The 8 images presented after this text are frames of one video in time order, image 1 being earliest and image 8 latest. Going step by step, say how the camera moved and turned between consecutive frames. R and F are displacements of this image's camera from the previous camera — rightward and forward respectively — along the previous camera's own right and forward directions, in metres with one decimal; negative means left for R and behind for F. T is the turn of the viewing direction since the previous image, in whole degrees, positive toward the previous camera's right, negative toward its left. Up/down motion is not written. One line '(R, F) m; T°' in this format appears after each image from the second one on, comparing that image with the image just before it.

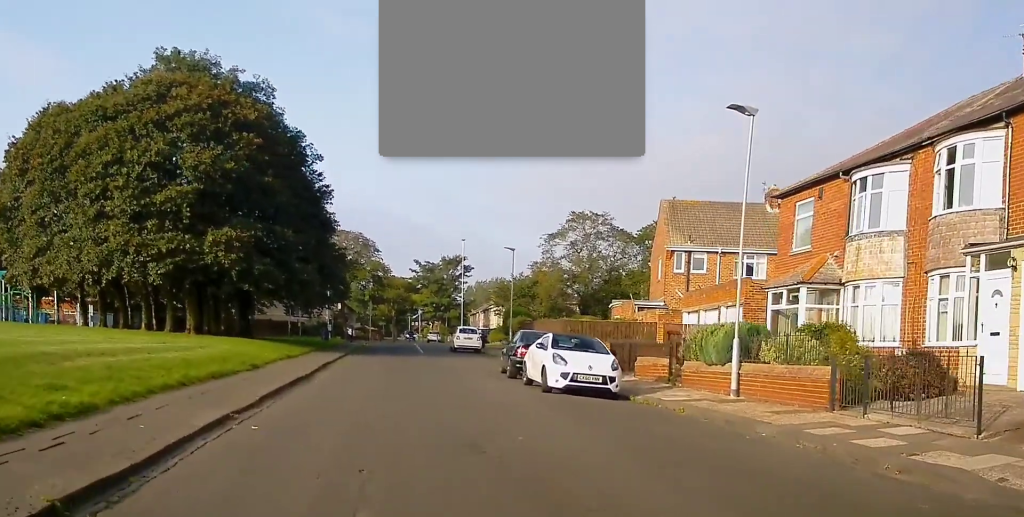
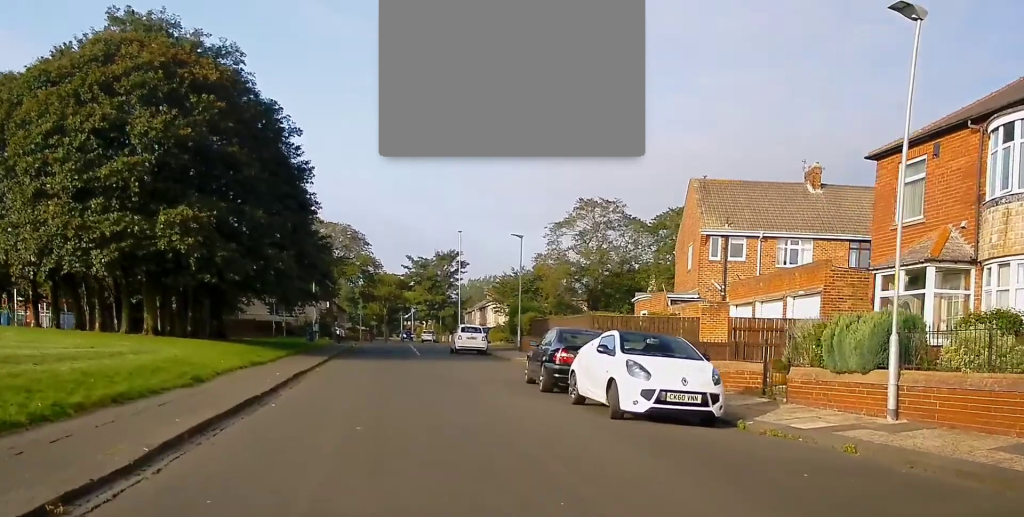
(0.0, +5.9) m; +2°
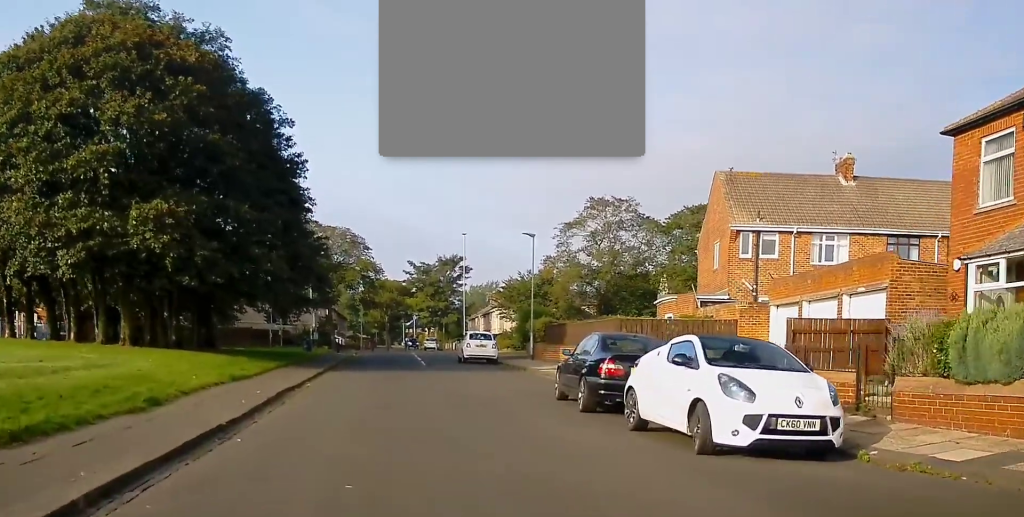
(0.0, +3.3) m; +1°
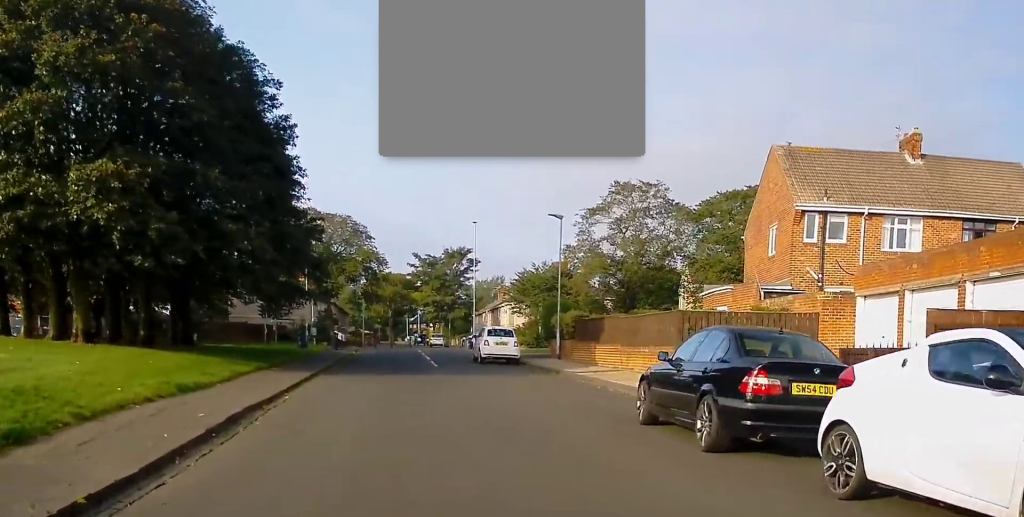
(+0.2, +5.1) m; -1°
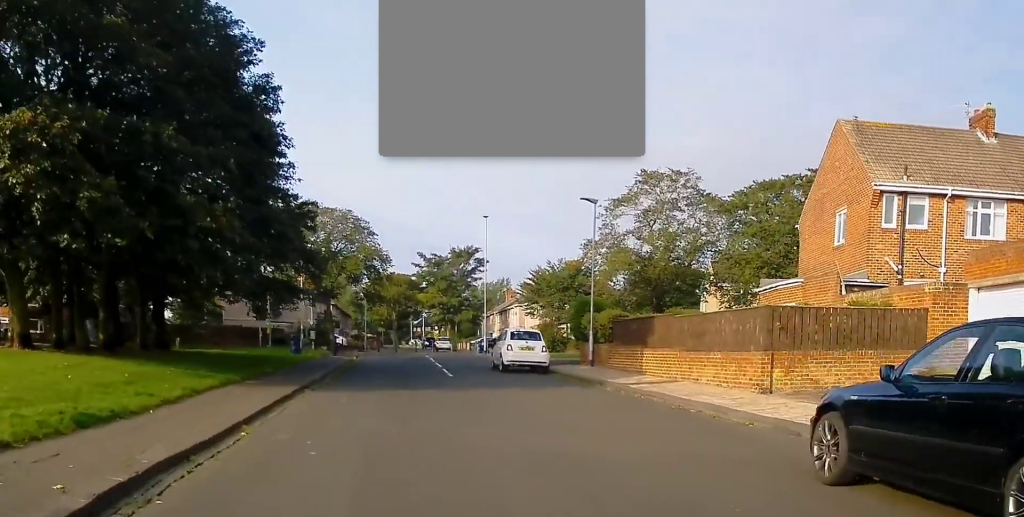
(-0.4, +4.8) m; -5°
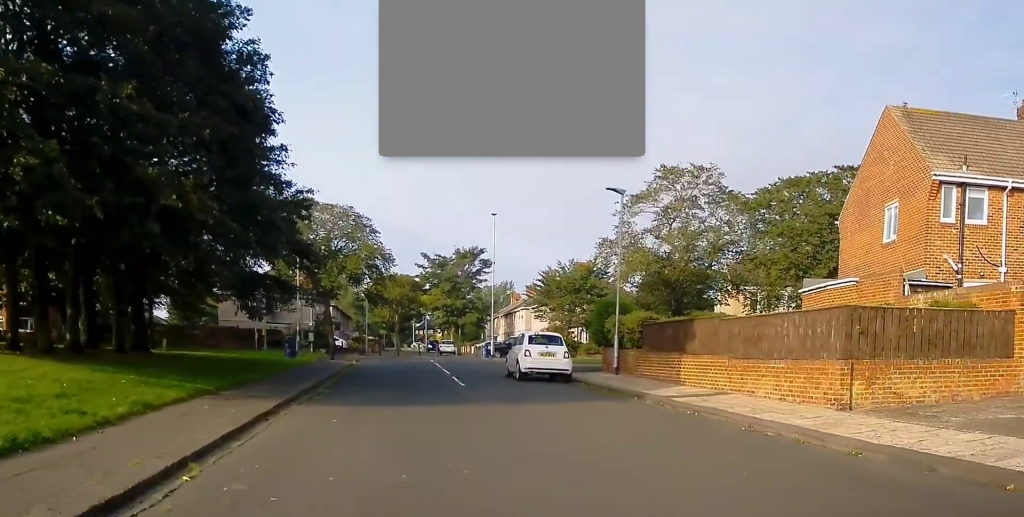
(-0.1, +2.9) m; +1°
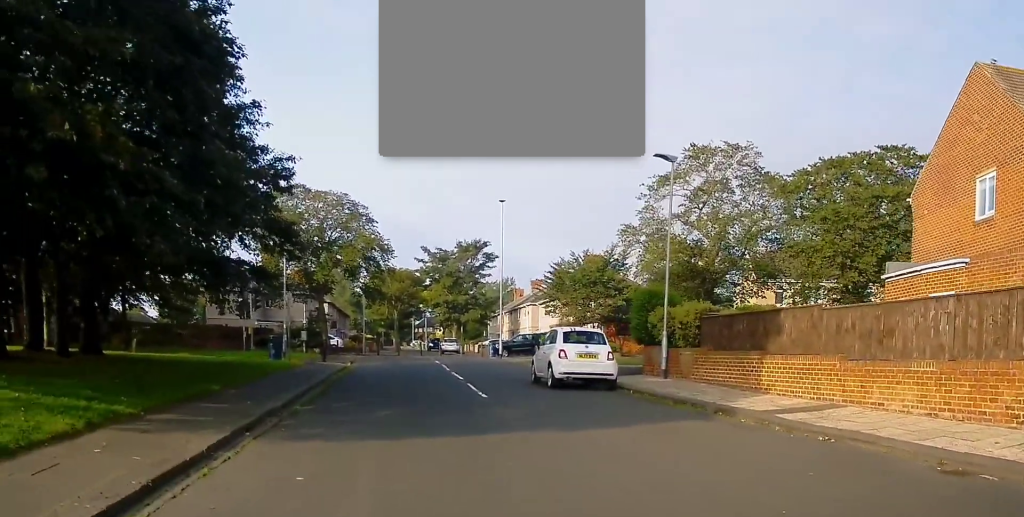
(0.0, +4.6) m; +4°
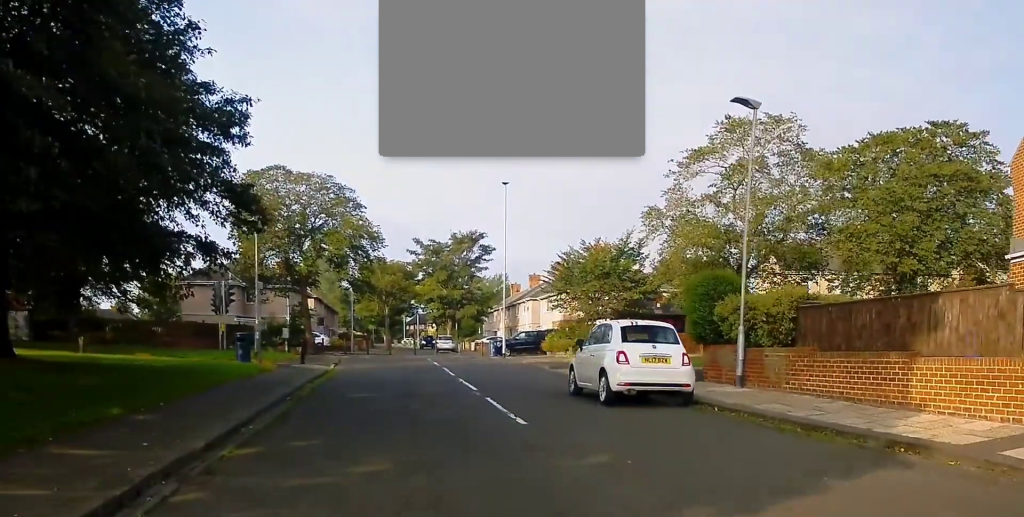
(+0.4, +5.4) m; +3°
